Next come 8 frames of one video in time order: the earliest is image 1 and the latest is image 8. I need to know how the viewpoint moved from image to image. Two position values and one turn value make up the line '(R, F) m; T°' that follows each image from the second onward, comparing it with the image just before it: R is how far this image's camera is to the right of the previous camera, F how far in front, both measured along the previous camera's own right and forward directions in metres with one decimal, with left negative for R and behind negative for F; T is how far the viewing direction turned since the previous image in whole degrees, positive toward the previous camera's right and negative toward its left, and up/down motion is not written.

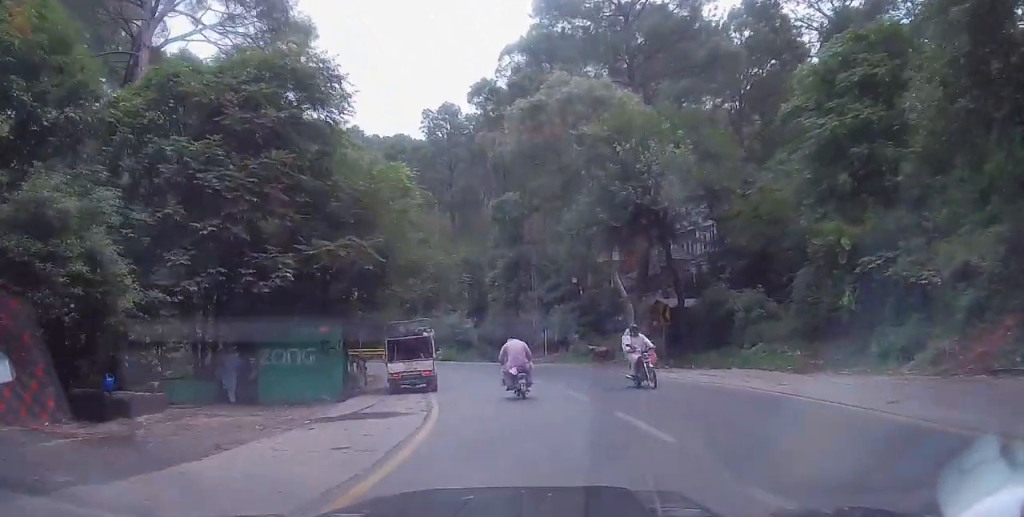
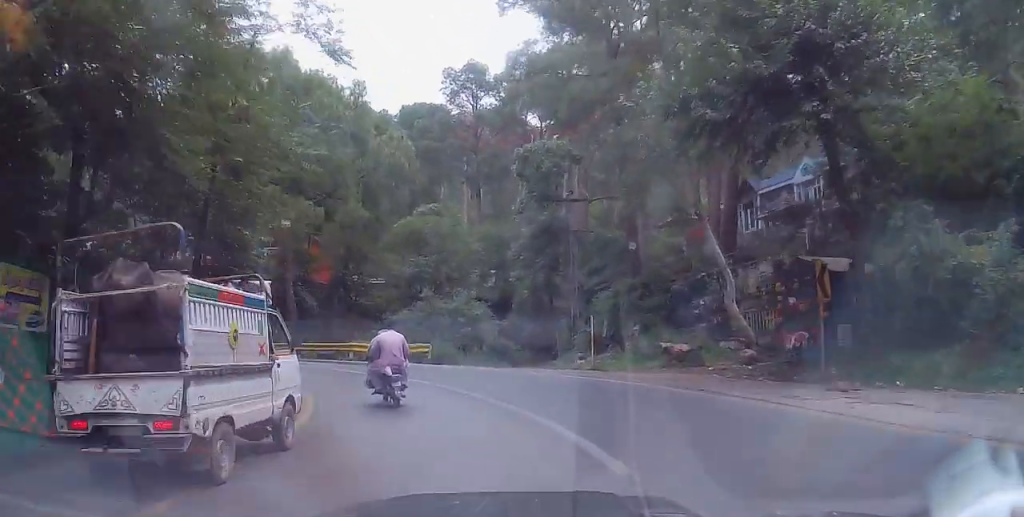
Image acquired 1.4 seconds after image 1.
(-0.1, +14.0) m; -9°
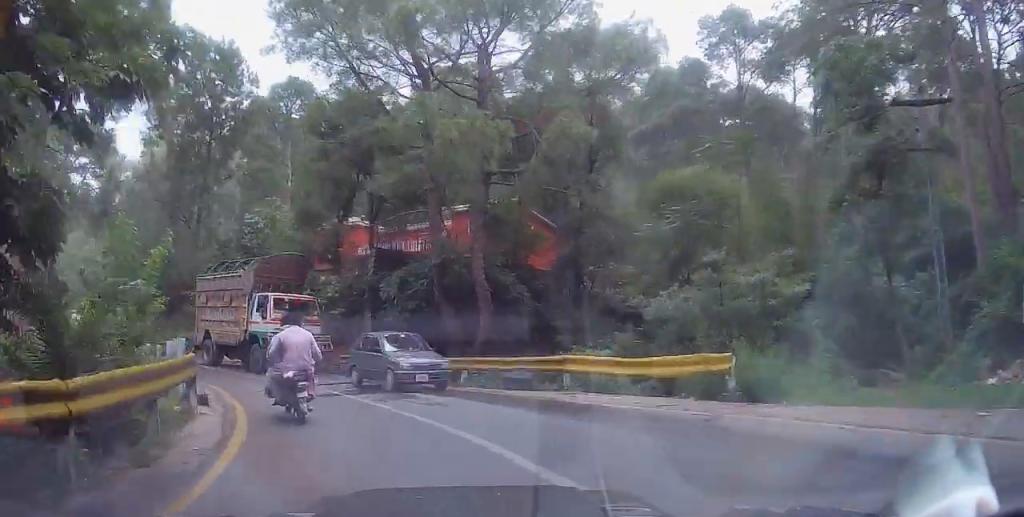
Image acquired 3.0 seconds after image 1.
(-4.1, +13.9) m; -27°
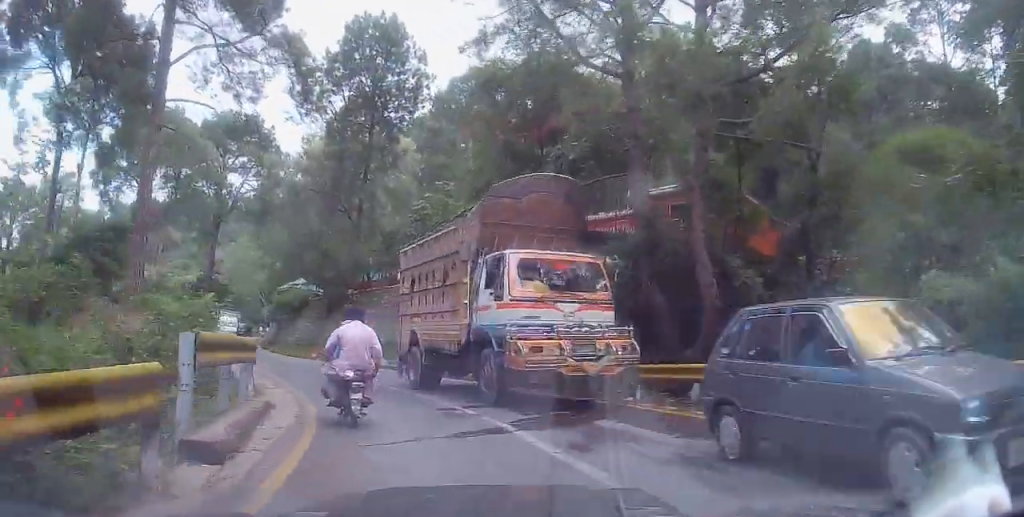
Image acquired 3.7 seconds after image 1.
(-0.4, +5.7) m; -8°
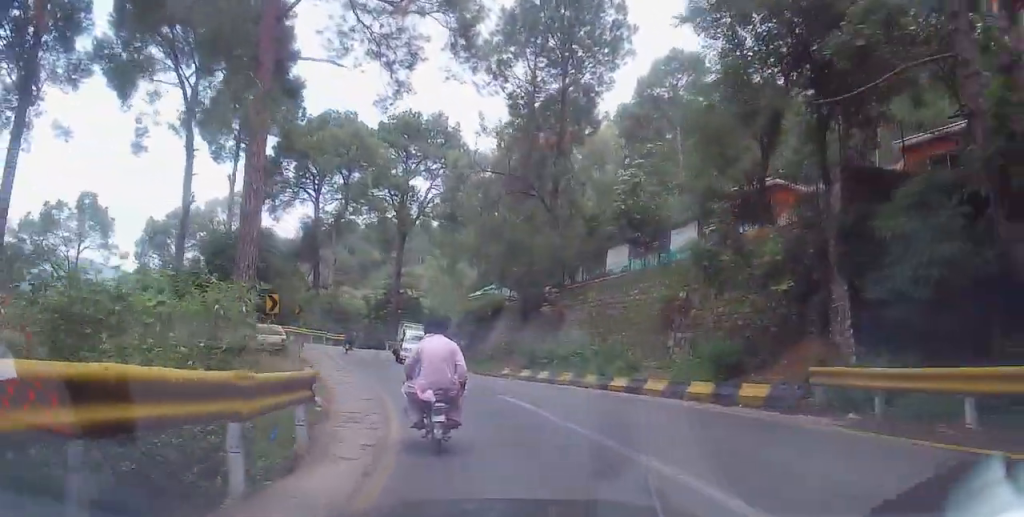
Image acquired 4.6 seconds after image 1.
(-0.3, +7.9) m; -14°
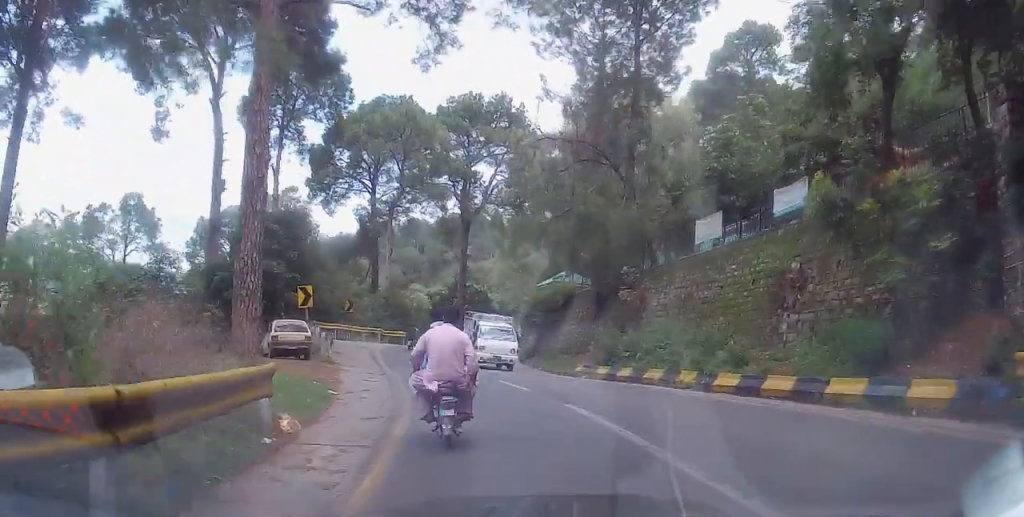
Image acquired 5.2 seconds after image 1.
(-0.6, +4.6) m; -11°
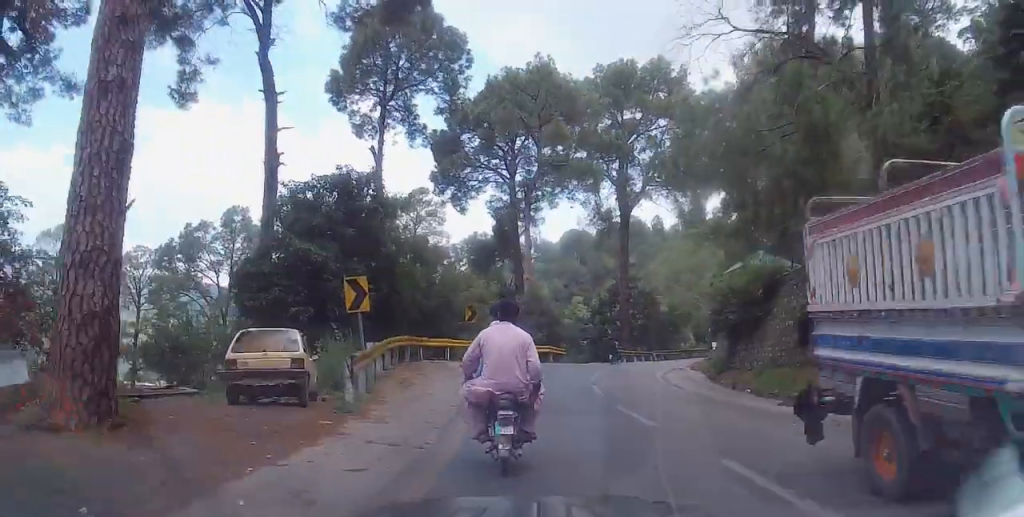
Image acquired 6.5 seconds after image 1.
(-2.1, +10.9) m; -15°
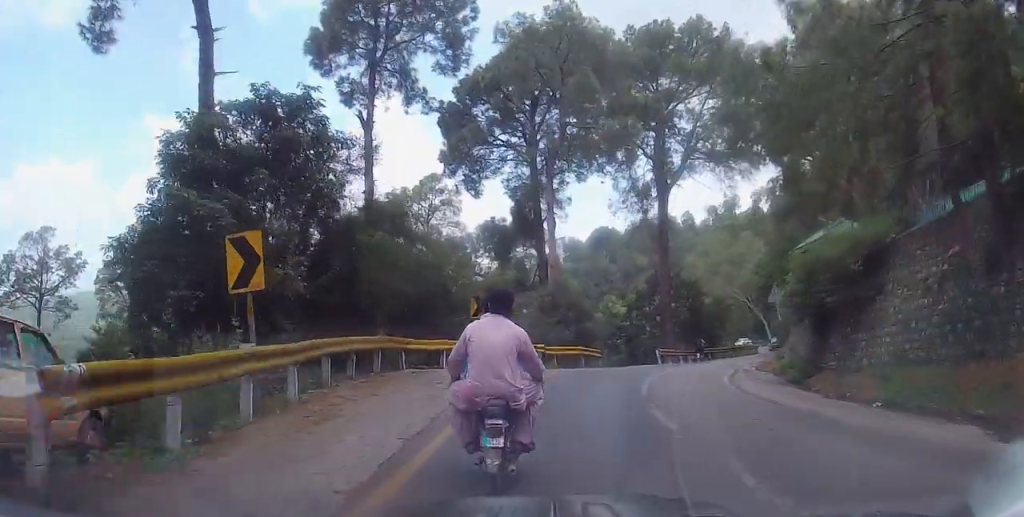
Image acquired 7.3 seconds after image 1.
(0.0, +7.1) m; 0°
